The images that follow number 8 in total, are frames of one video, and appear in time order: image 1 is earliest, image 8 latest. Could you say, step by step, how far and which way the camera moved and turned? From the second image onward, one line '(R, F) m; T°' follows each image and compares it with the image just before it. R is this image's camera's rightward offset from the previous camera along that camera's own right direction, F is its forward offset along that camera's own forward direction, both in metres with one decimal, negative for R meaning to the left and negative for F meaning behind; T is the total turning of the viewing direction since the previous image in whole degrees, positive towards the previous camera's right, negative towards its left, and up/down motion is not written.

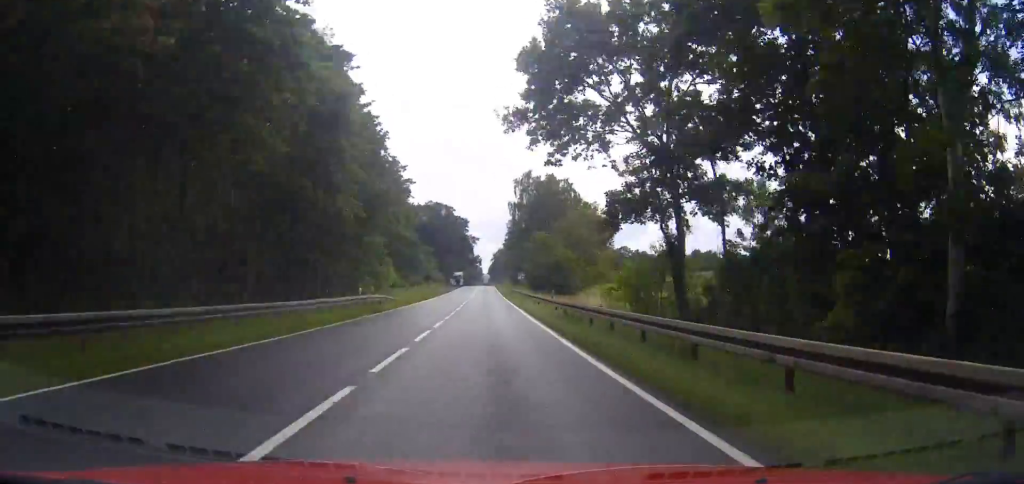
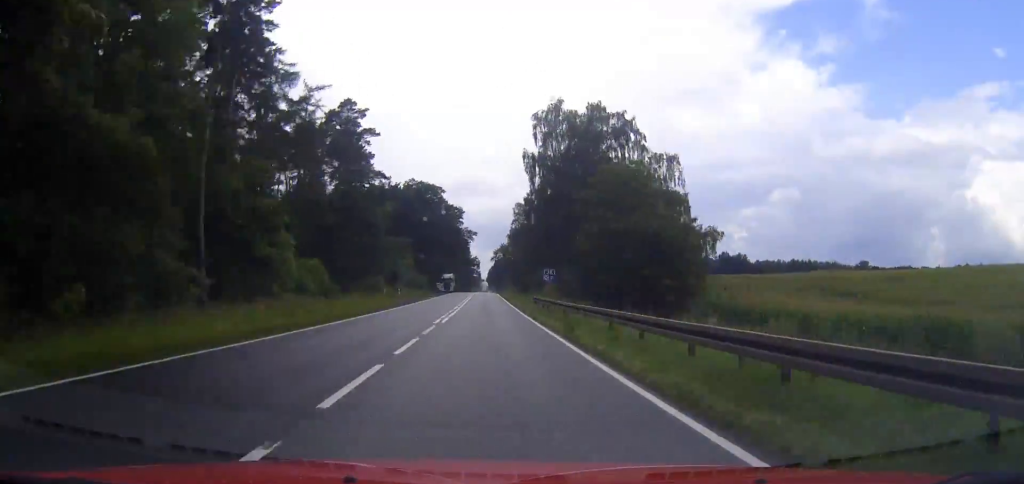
(-0.1, +51.1) m; 0°
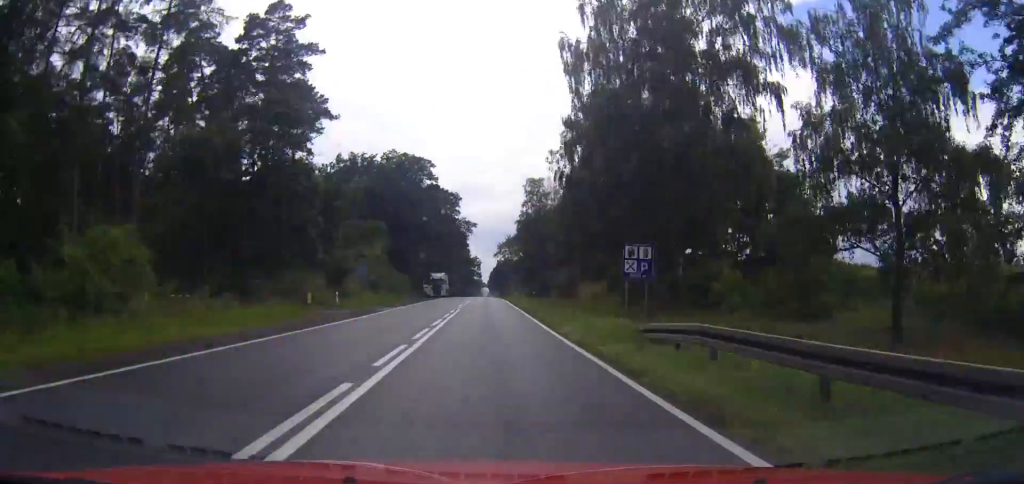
(0.0, +36.5) m; 0°
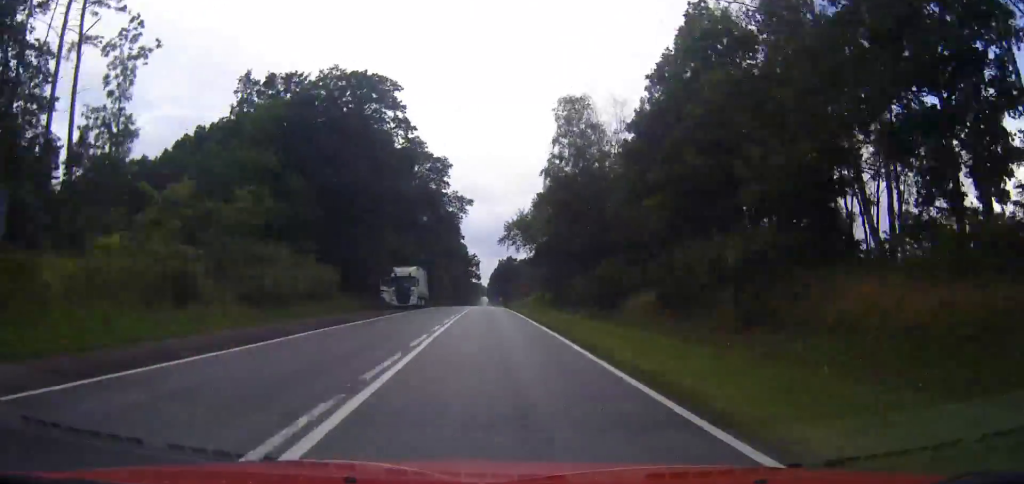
(-0.1, +48.5) m; 0°
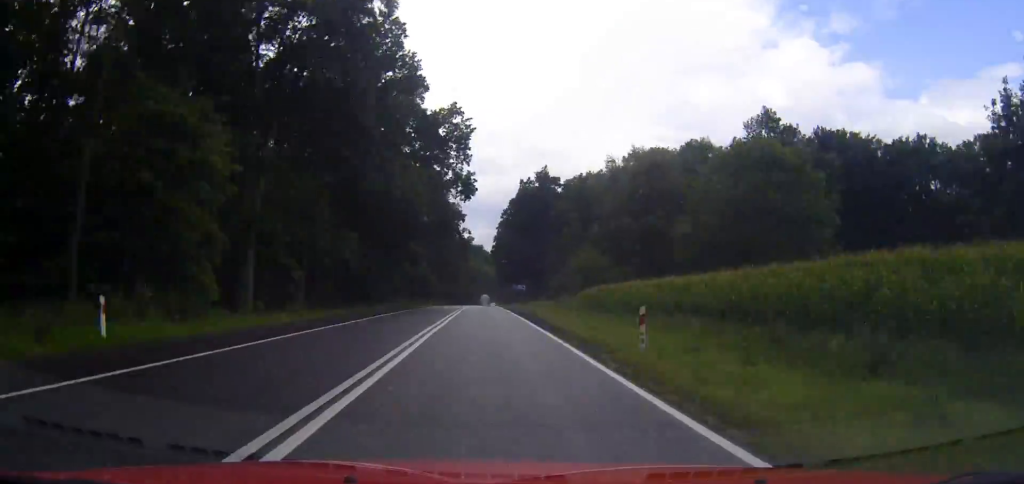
(+0.7, +179.9) m; 0°
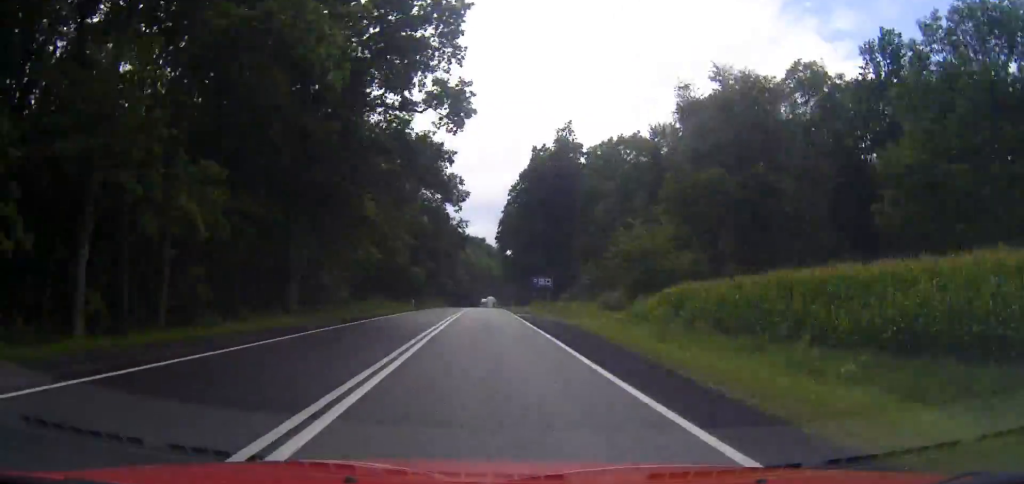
(-0.1, +31.8) m; 0°
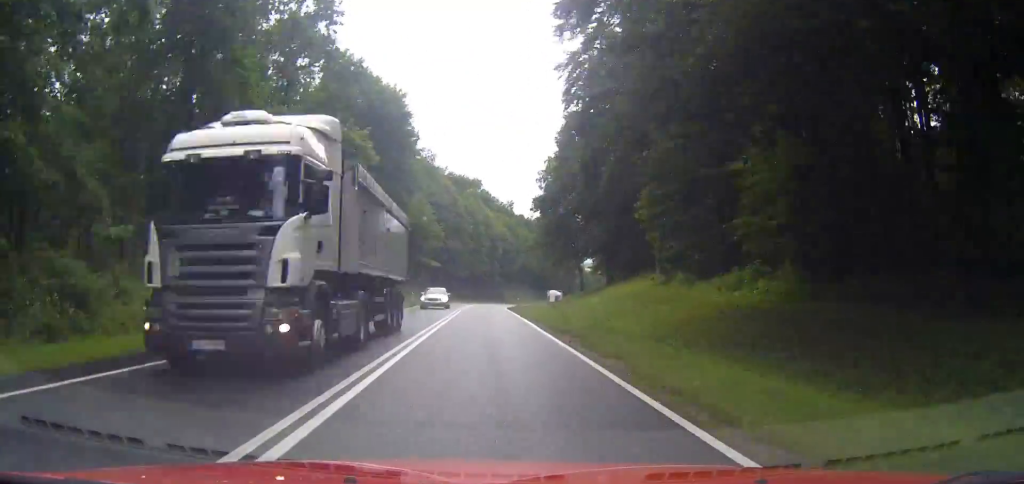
(-0.5, +117.1) m; +1°
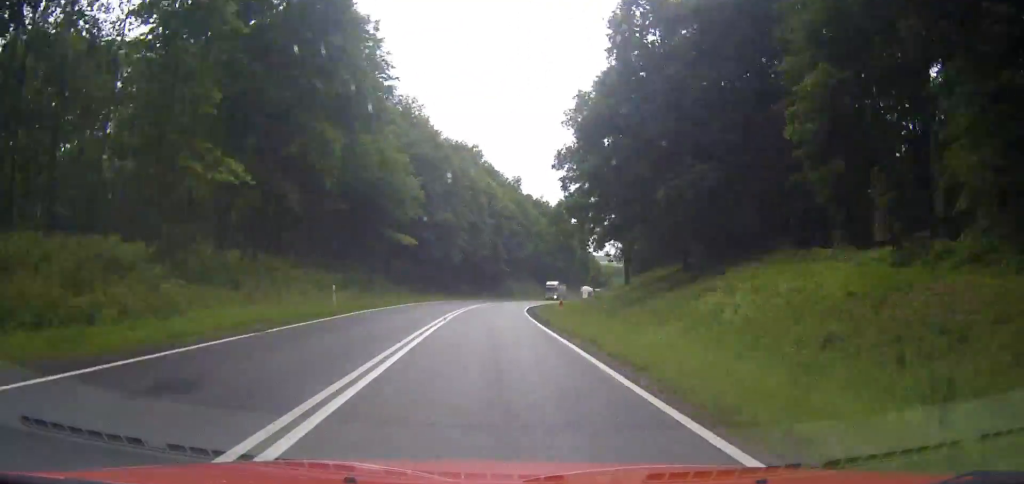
(+0.5, +33.9) m; +2°
